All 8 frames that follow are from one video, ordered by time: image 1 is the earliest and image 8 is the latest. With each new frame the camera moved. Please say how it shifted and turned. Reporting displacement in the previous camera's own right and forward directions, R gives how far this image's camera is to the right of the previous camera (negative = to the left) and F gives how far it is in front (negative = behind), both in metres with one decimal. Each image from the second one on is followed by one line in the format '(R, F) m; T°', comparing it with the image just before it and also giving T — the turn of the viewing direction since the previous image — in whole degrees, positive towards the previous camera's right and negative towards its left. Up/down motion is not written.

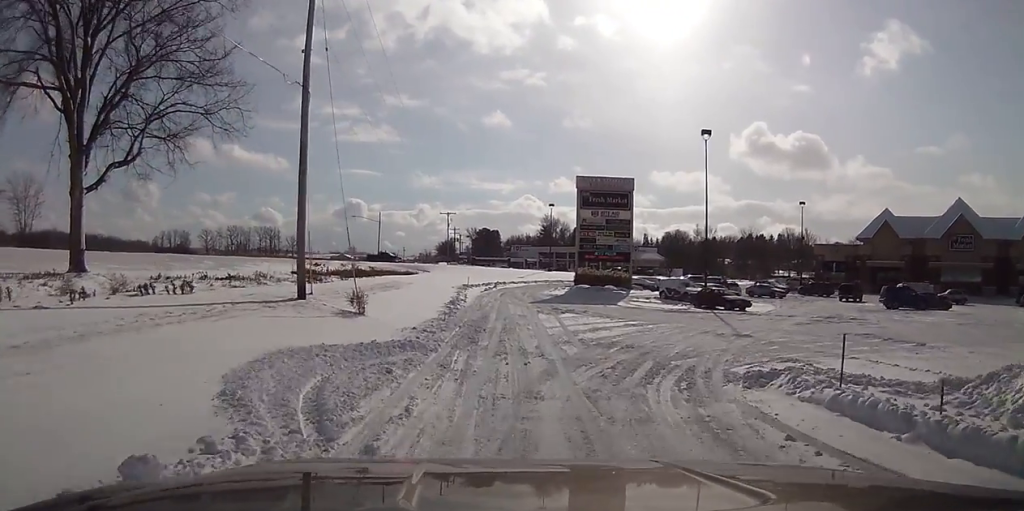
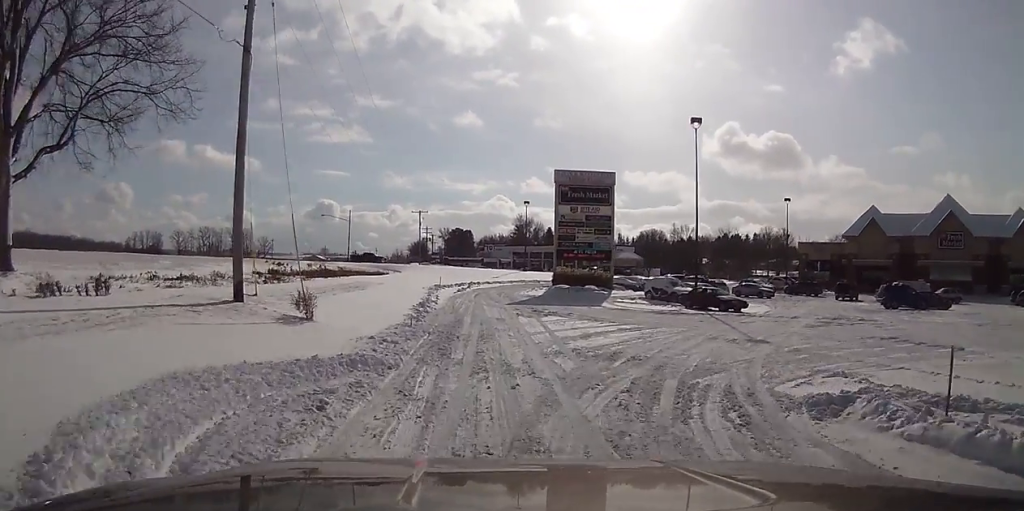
(+0.1, +3.7) m; +3°
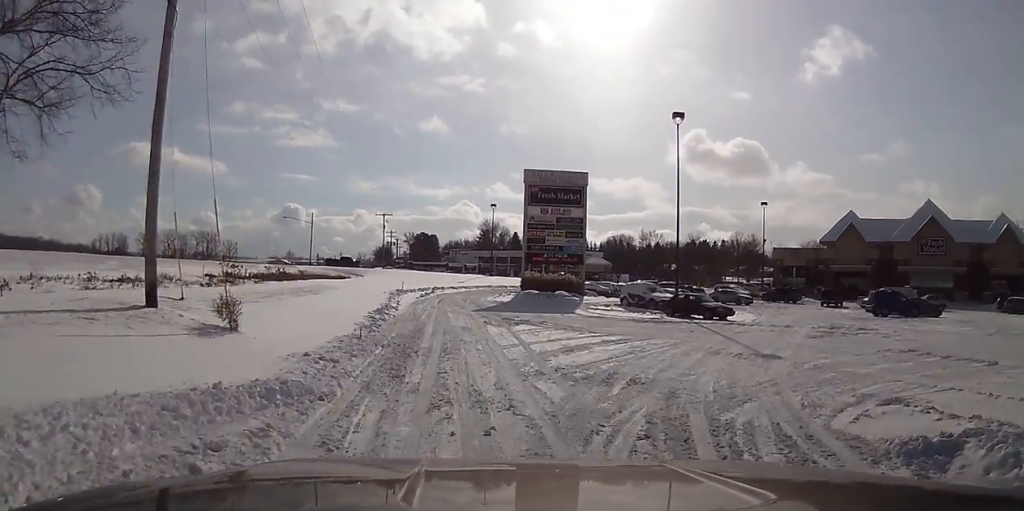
(+0.1, +3.4) m; +4°
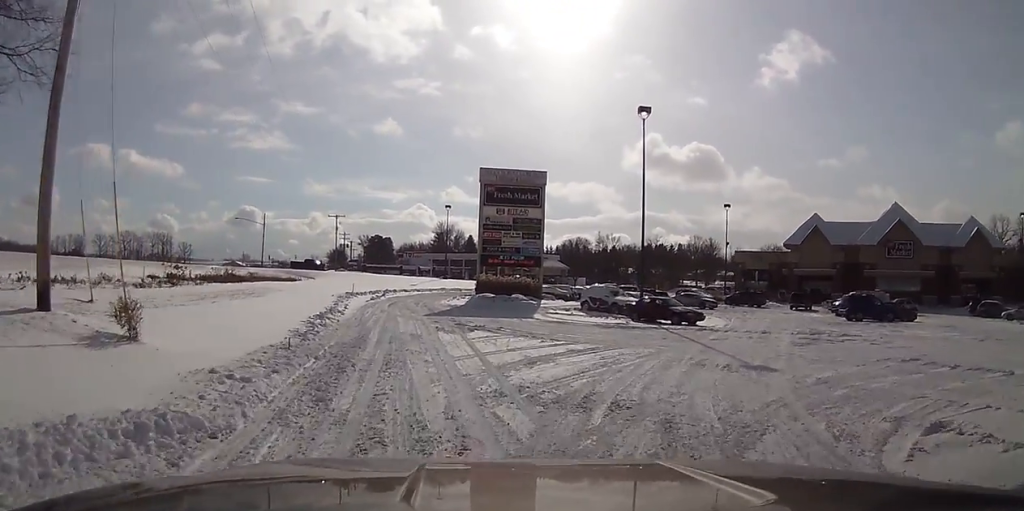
(+0.1, +2.6) m; +4°
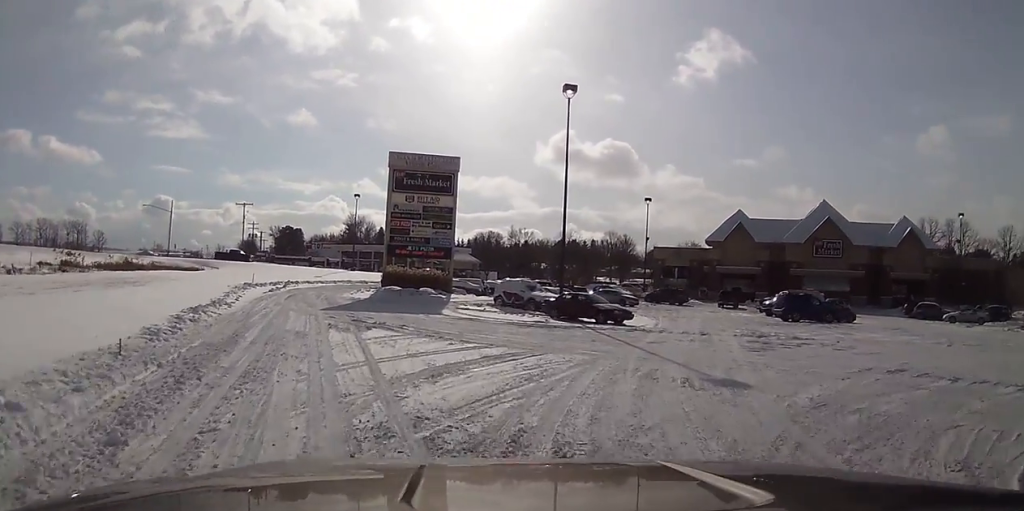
(+0.1, +3.8) m; +7°
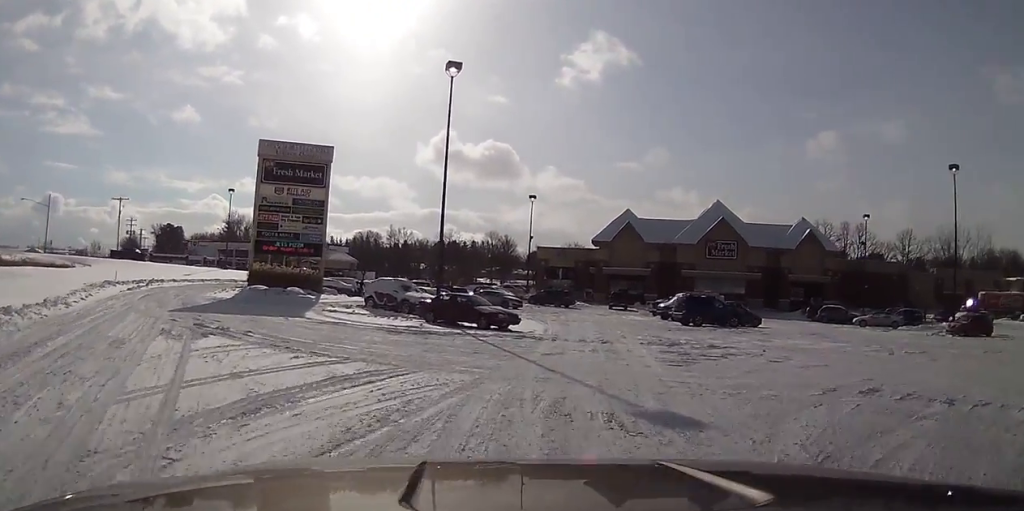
(+0.4, +3.9) m; +8°
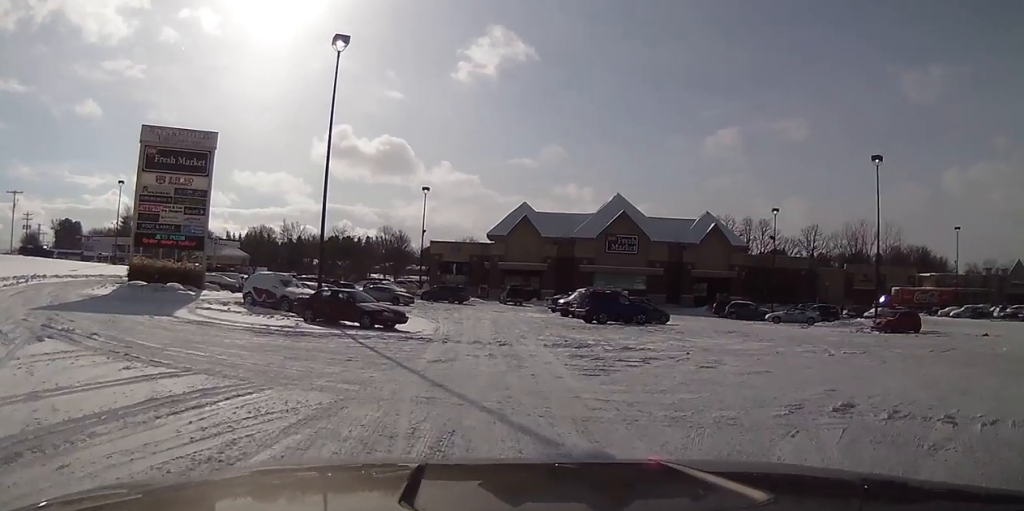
(+0.2, +2.9) m; +8°
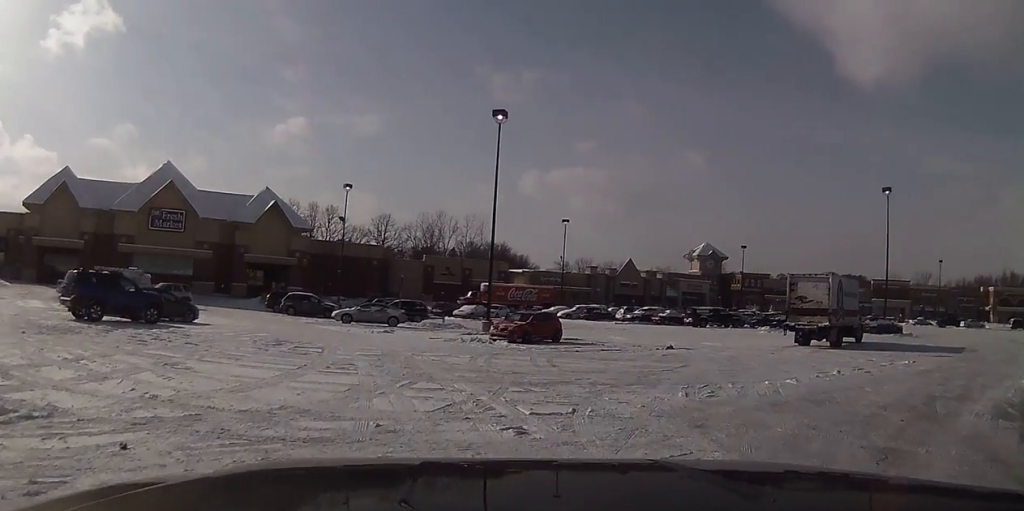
(+5.2, +11.9) m; +36°
